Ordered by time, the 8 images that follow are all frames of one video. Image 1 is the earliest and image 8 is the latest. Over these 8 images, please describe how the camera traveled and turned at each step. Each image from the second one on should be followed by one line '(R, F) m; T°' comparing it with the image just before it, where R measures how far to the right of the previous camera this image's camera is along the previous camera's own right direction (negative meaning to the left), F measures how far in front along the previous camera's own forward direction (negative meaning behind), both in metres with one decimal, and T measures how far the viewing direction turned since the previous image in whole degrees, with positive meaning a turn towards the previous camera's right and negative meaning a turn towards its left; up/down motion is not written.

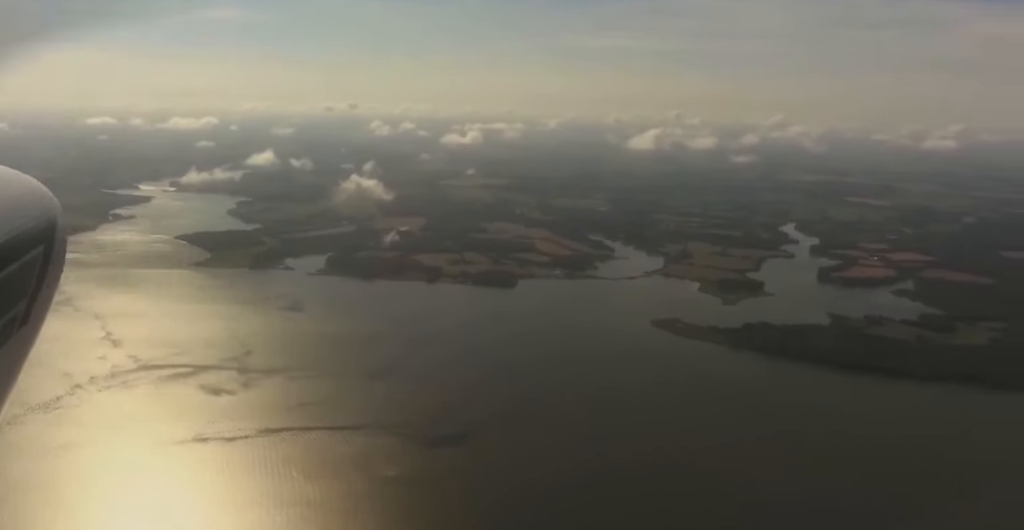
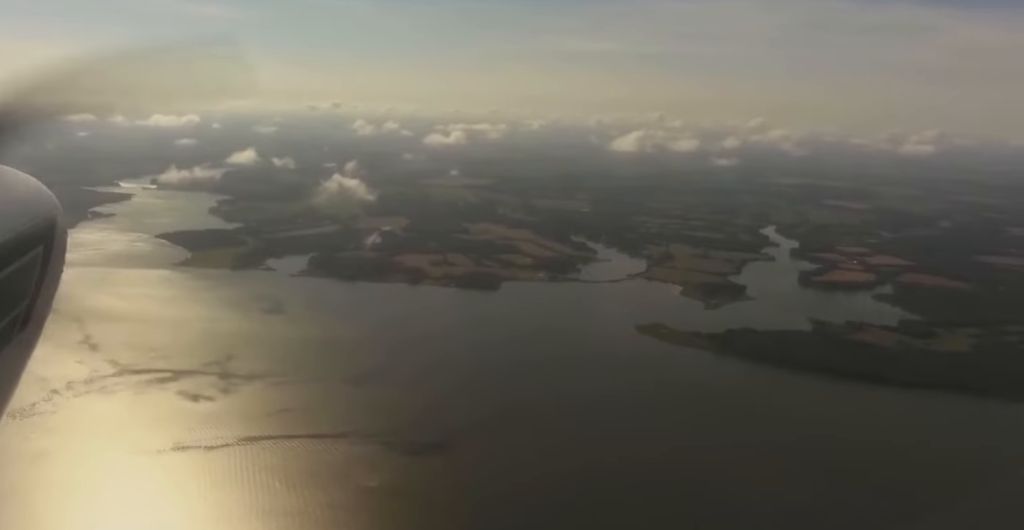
(-0.4, +33.7) m; +2°
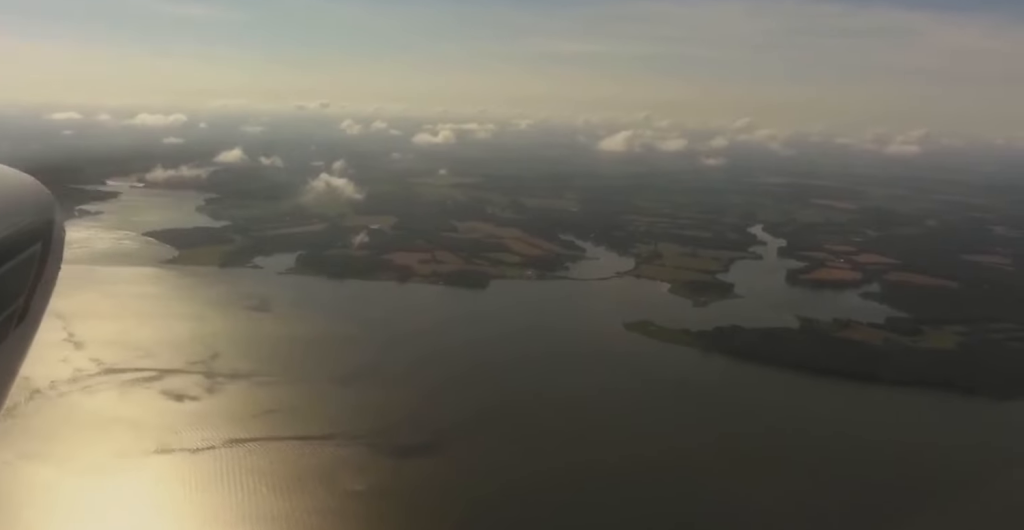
(+1.1, +23.3) m; +3°
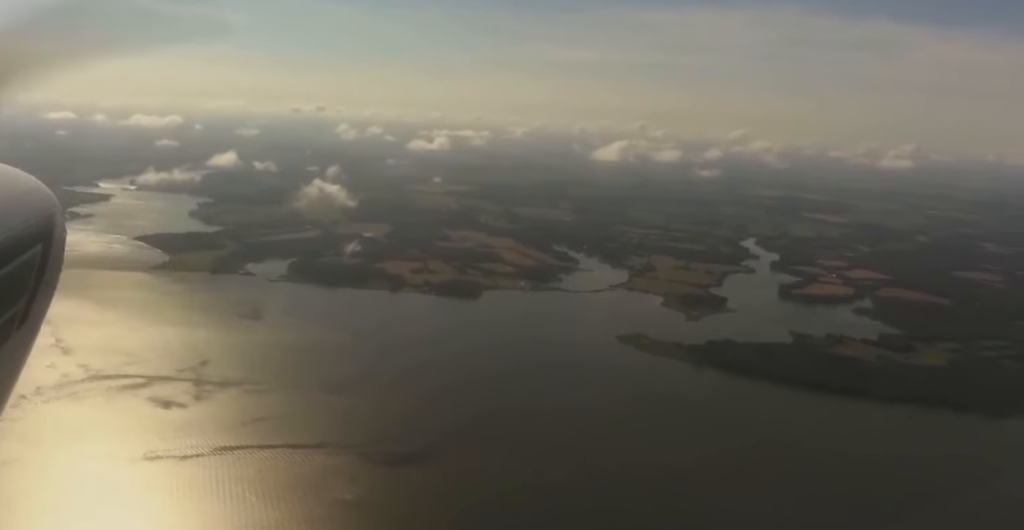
(+0.7, +27.2) m; +2°
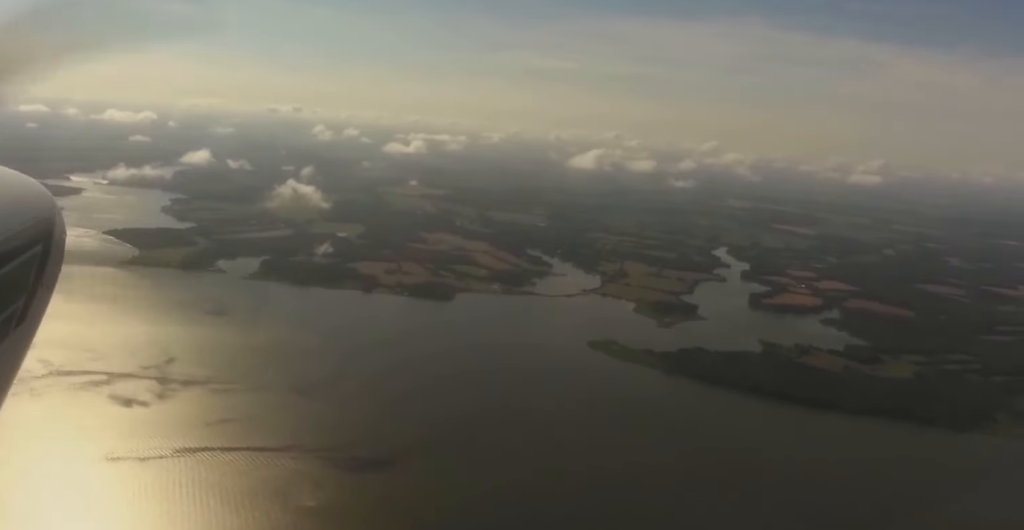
(+1.0, +50.6) m; +1°
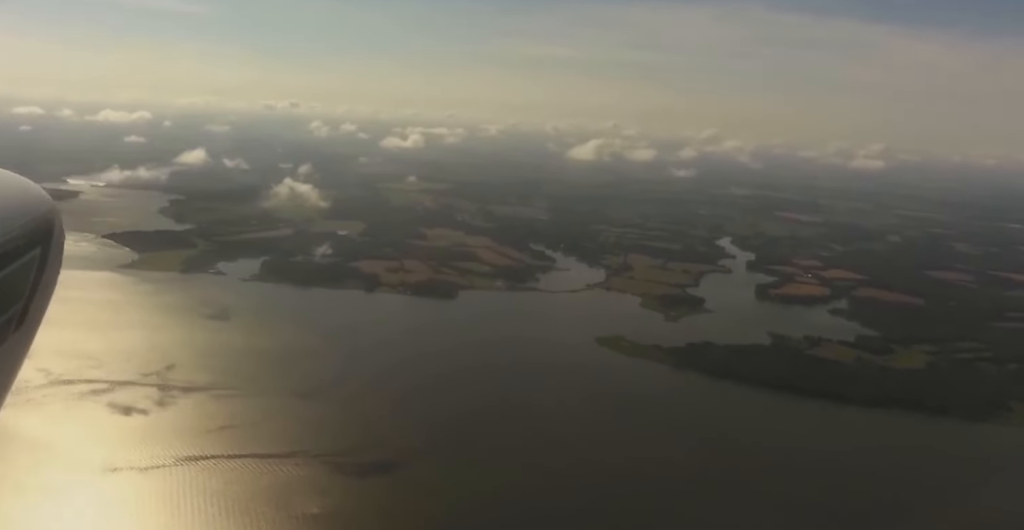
(-0.4, +48.6) m; -1°
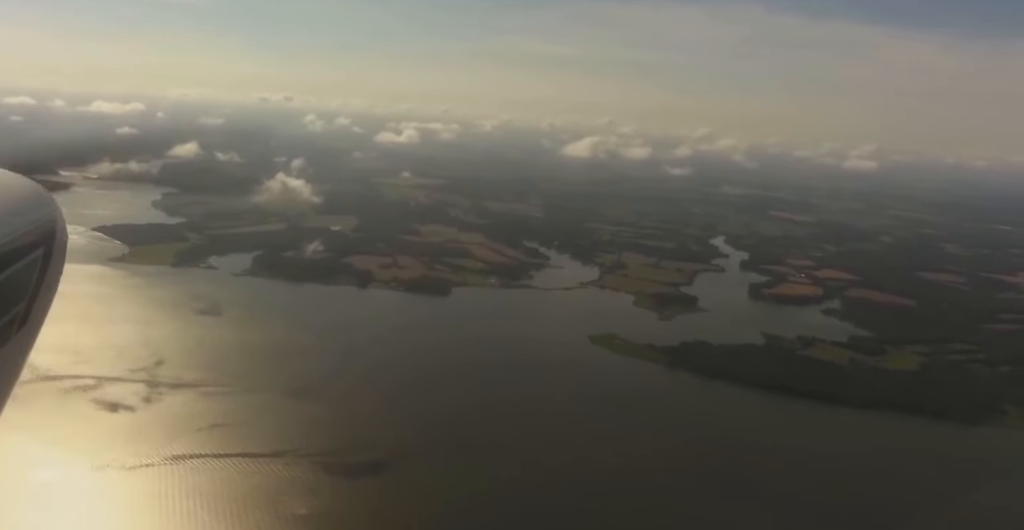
(-0.8, +34.2) m; 0°
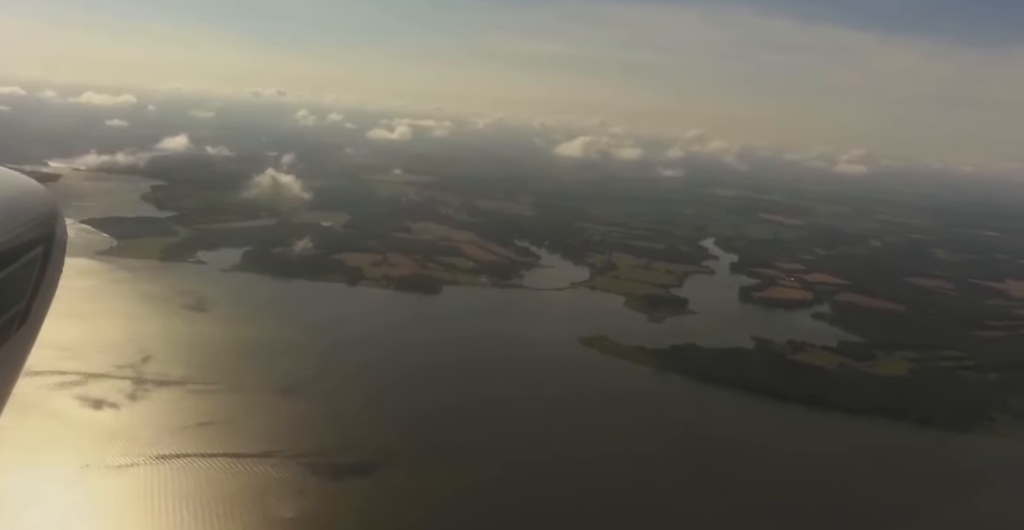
(+0.9, +29.9) m; +1°
